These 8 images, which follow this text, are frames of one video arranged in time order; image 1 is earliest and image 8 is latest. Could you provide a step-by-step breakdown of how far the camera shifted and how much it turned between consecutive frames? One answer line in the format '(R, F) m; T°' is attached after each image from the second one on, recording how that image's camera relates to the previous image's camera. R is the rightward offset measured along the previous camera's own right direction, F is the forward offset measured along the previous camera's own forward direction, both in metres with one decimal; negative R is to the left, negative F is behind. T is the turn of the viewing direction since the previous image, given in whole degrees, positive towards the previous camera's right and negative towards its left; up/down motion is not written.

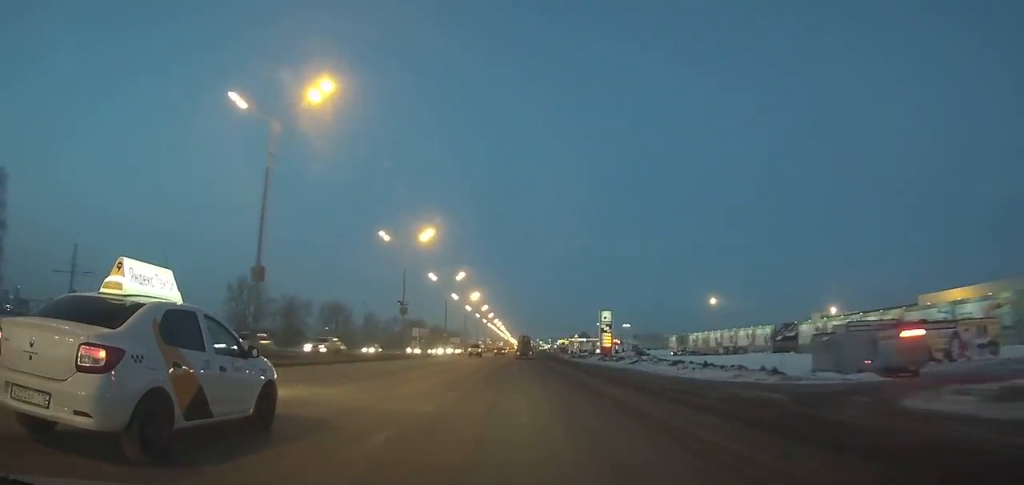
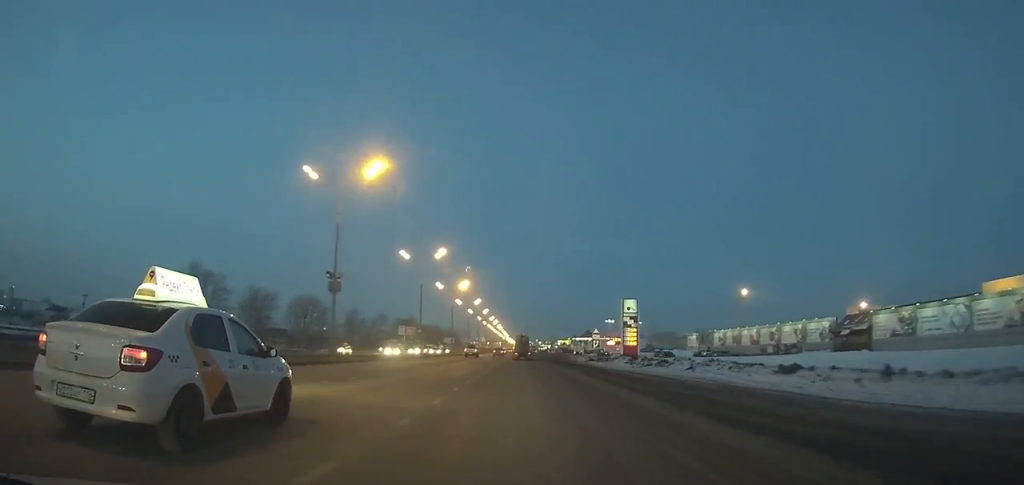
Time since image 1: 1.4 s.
(0.0, +22.5) m; 0°
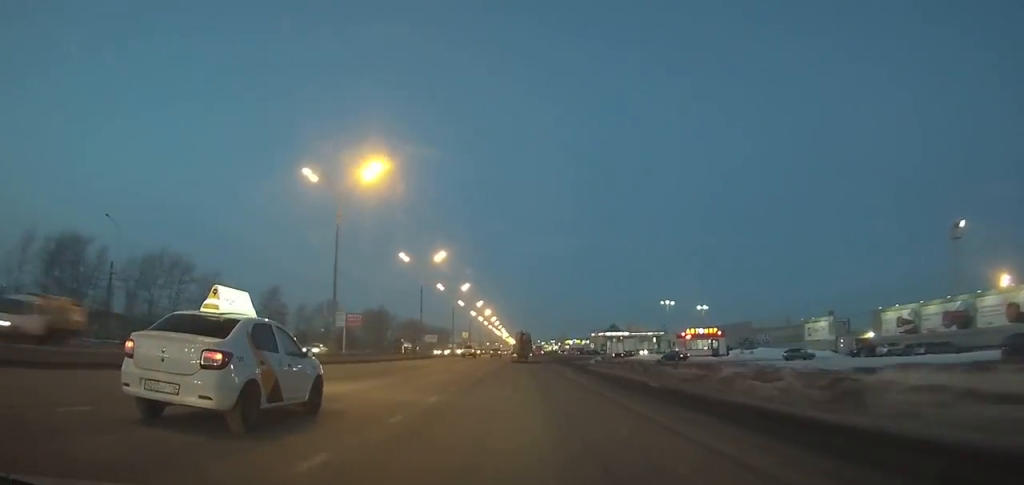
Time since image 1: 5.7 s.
(-0.2, +67.4) m; 0°
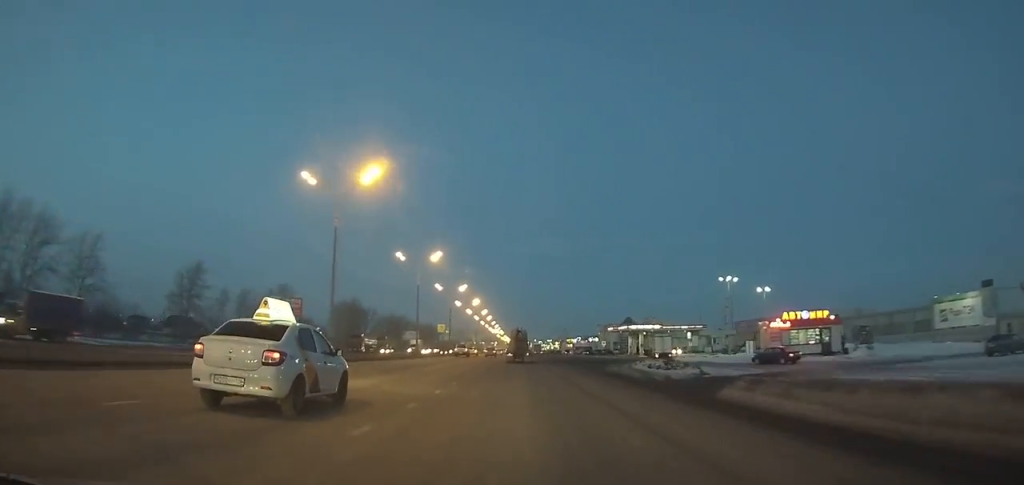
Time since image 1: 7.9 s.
(-0.1, +33.6) m; 0°
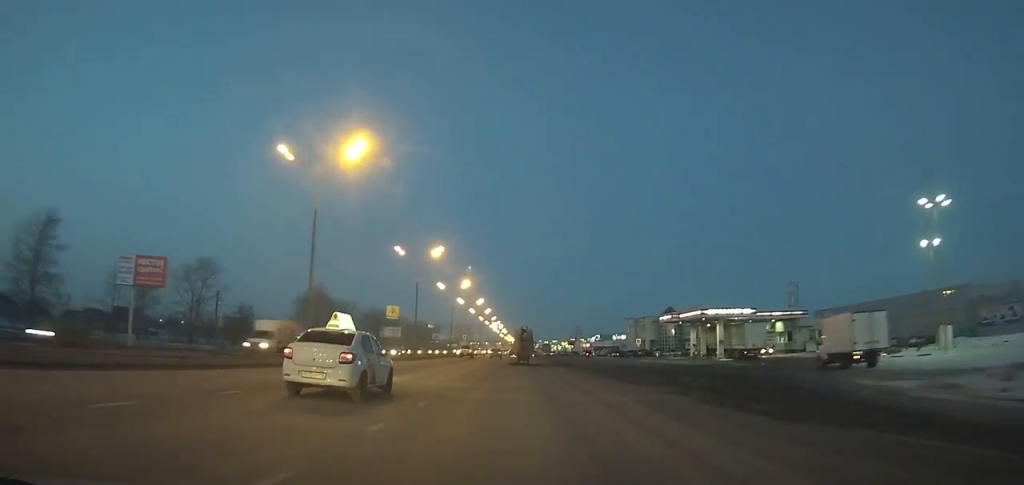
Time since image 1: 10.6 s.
(+0.2, +40.4) m; 0°
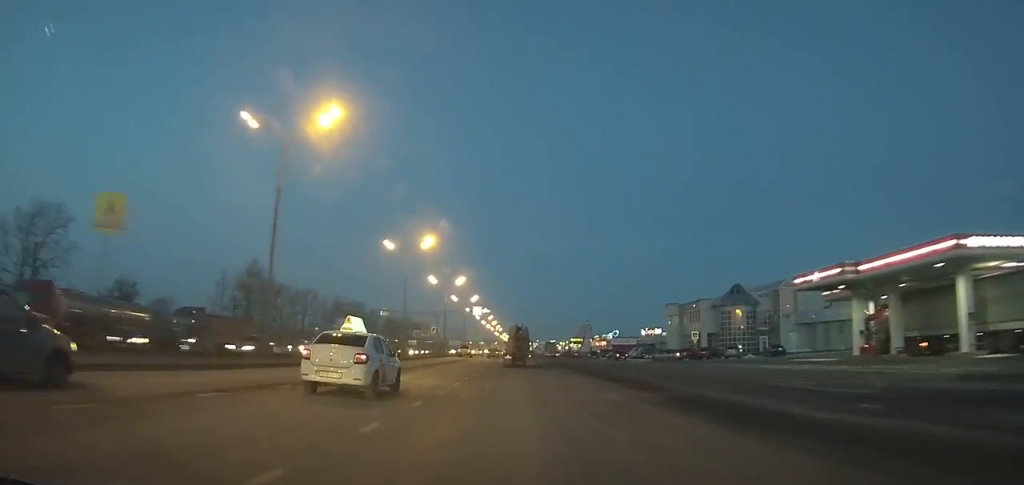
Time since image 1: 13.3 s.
(+0.1, +39.8) m; 0°
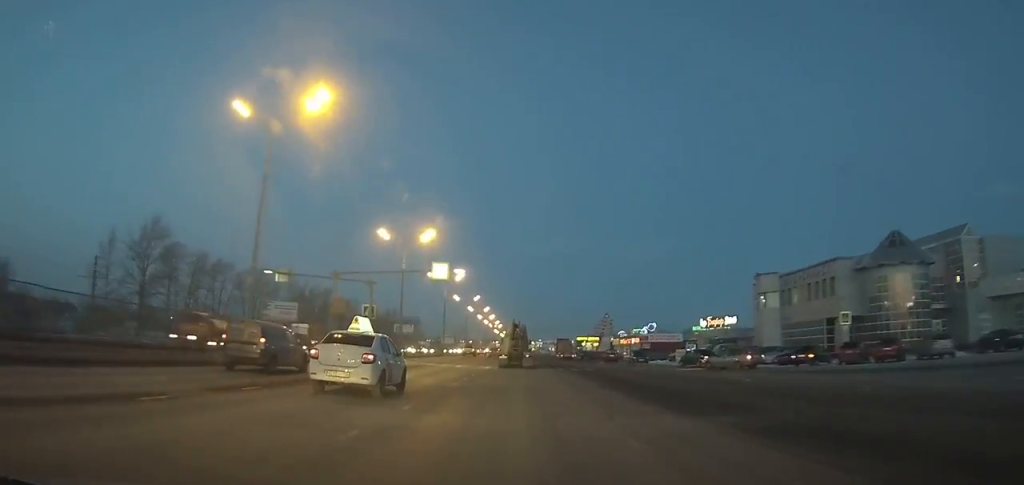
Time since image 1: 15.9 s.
(-0.1, +37.6) m; 0°
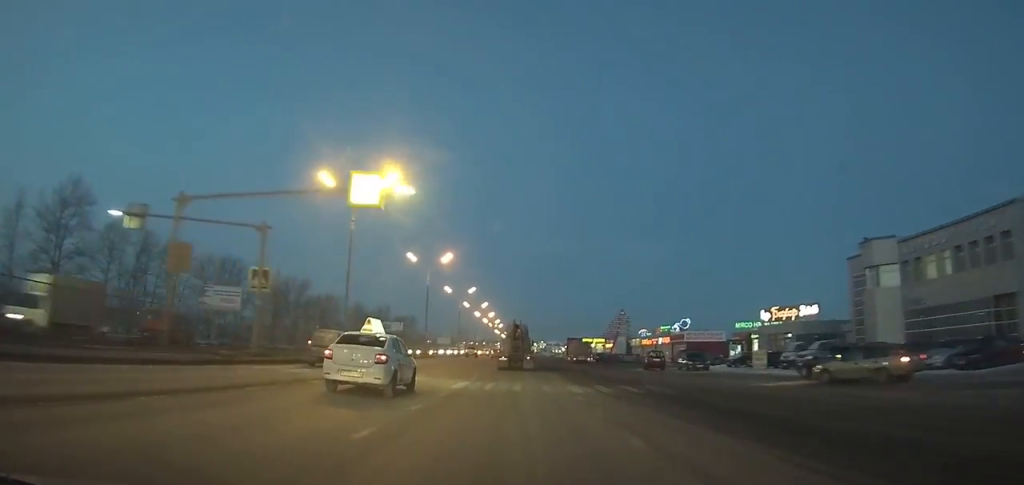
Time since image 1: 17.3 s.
(0.0, +19.9) m; 0°
